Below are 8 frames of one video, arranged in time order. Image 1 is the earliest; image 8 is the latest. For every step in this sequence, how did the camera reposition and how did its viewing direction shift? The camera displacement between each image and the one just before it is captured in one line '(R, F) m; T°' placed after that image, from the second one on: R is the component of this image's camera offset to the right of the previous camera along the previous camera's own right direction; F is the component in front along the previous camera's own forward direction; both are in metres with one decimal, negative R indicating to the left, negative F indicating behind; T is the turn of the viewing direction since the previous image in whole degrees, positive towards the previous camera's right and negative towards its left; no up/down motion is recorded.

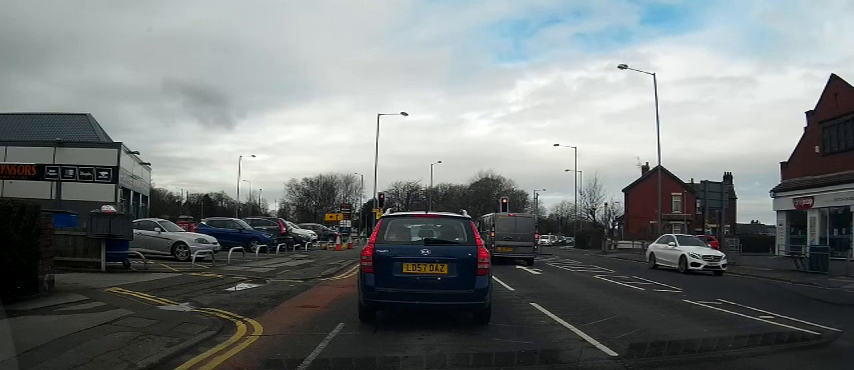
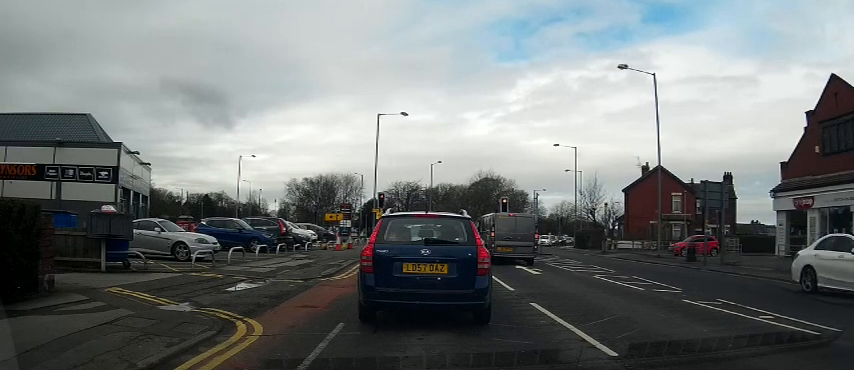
(0.0, 0.0) m; 0°
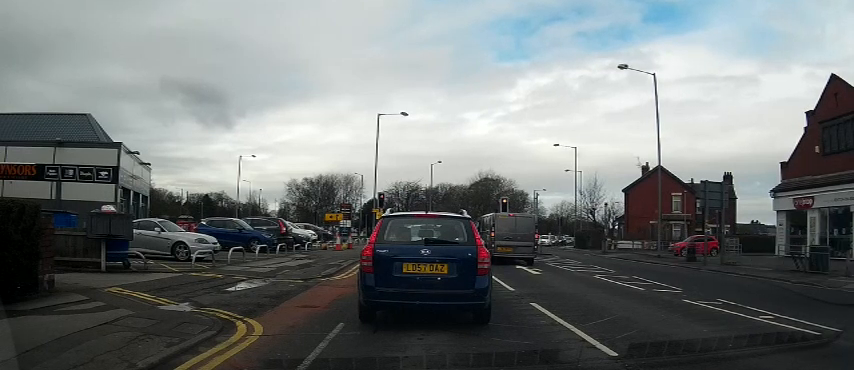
(0.0, 0.0) m; 0°
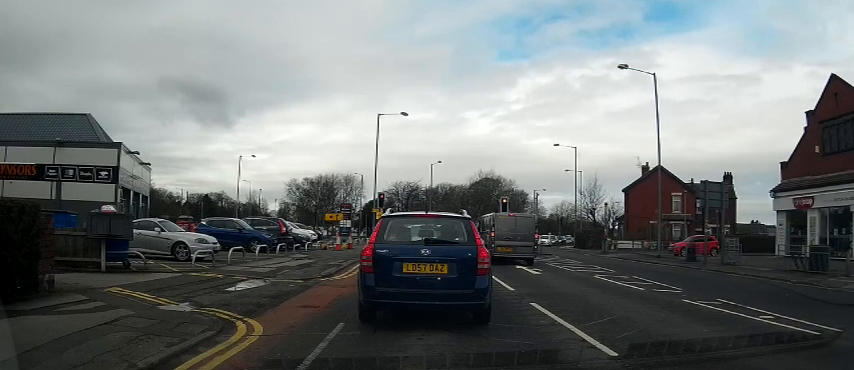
(0.0, 0.0) m; 0°
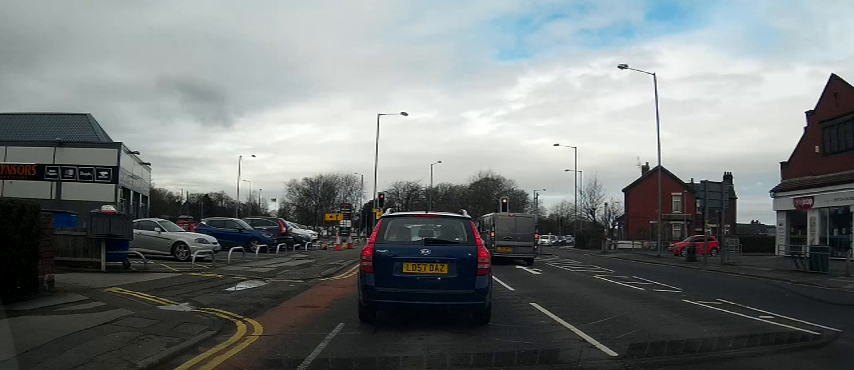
(0.0, 0.0) m; 0°
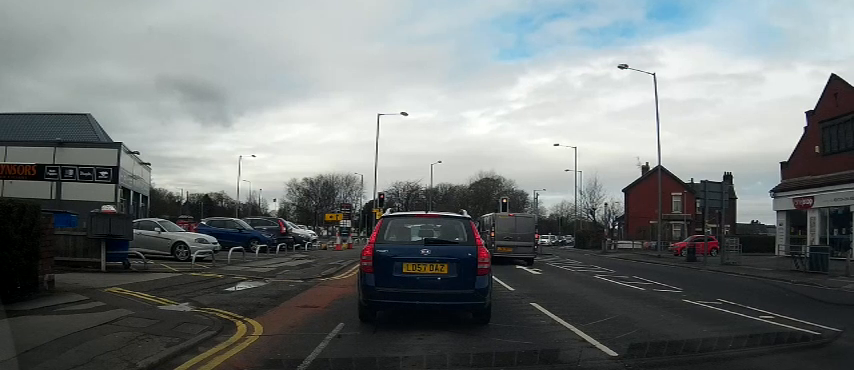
(0.0, 0.0) m; 0°
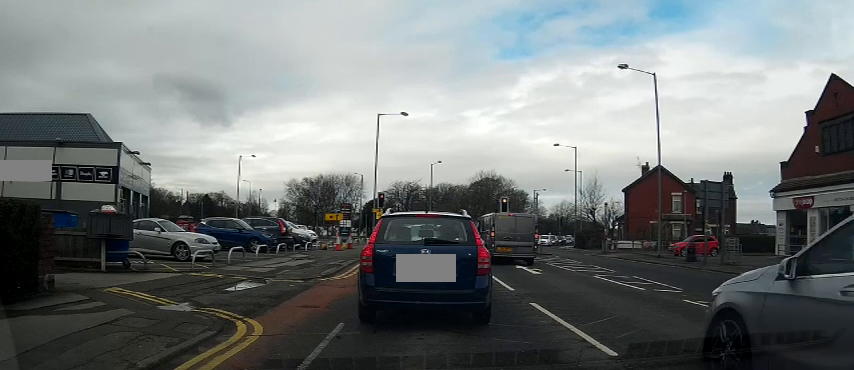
(0.0, 0.0) m; 0°
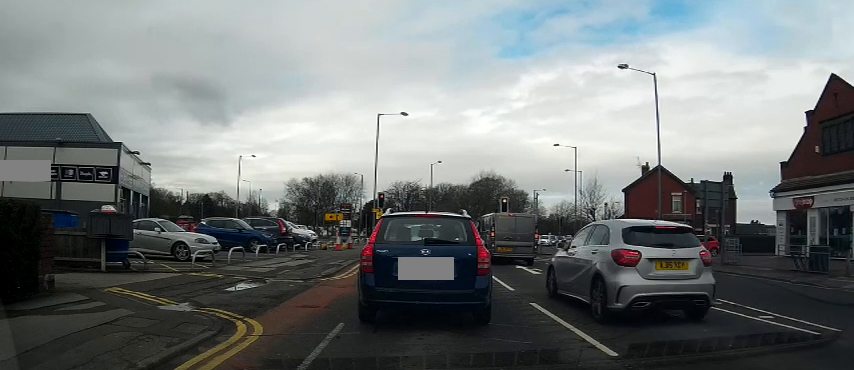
(0.0, 0.0) m; 0°
